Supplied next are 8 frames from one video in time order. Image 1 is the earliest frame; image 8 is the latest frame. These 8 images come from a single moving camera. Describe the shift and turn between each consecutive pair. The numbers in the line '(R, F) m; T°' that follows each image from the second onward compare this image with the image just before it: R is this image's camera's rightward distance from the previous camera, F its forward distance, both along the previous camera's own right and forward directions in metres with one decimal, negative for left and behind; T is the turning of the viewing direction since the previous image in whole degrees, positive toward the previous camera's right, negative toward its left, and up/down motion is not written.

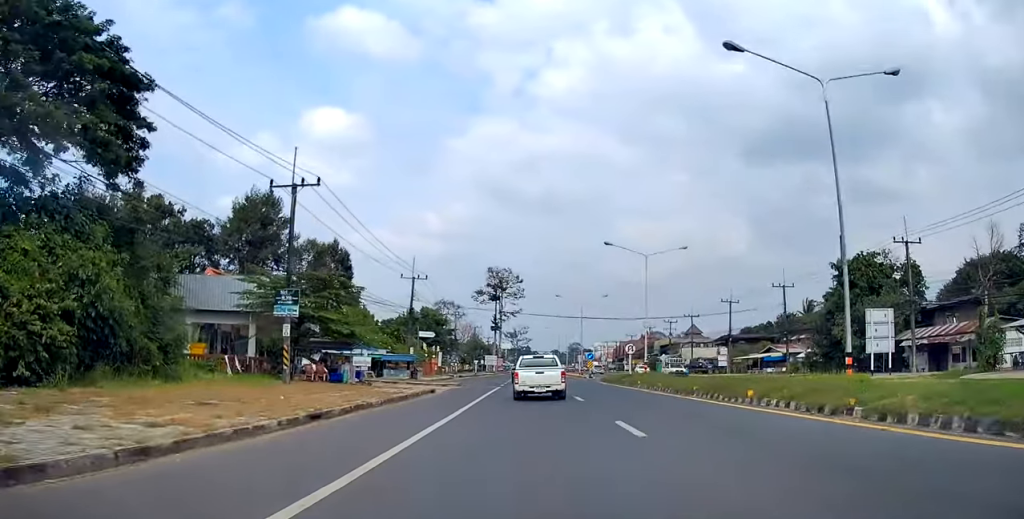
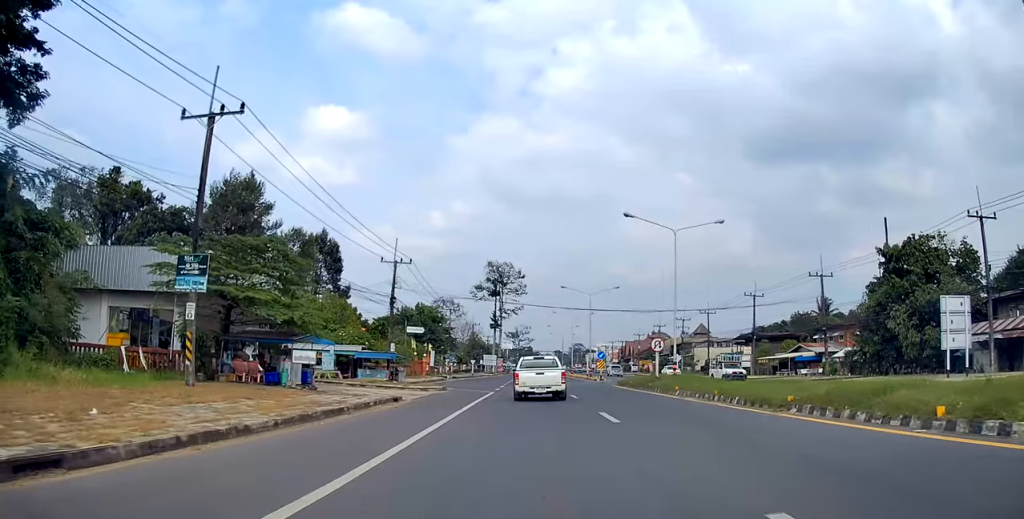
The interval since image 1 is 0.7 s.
(-0.3, +8.8) m; -1°
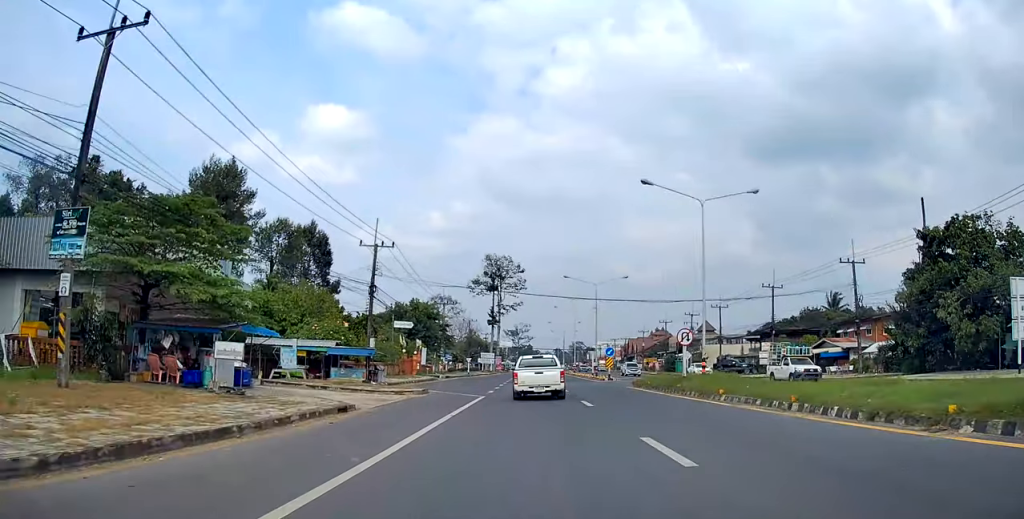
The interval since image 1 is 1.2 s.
(-0.1, +6.2) m; 0°
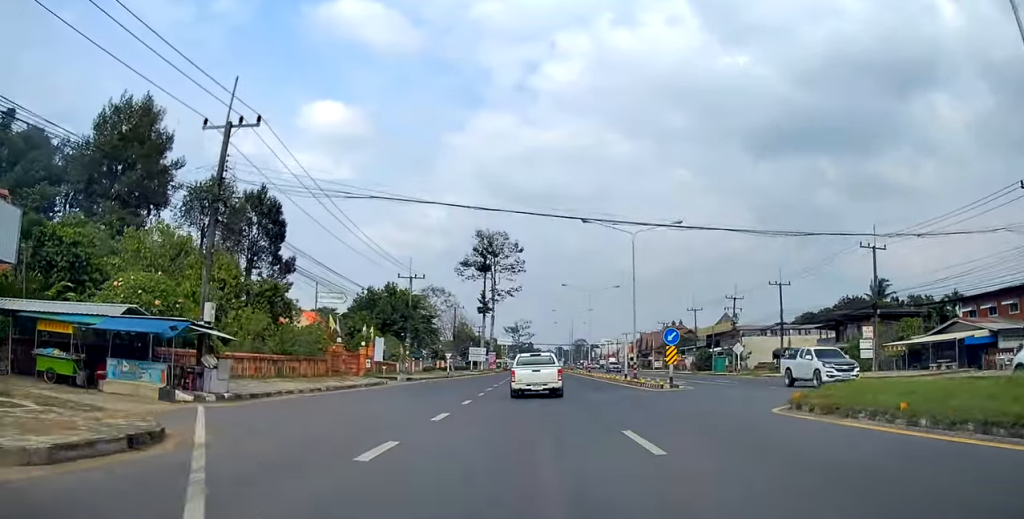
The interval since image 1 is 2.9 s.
(+0.8, +23.2) m; 0°
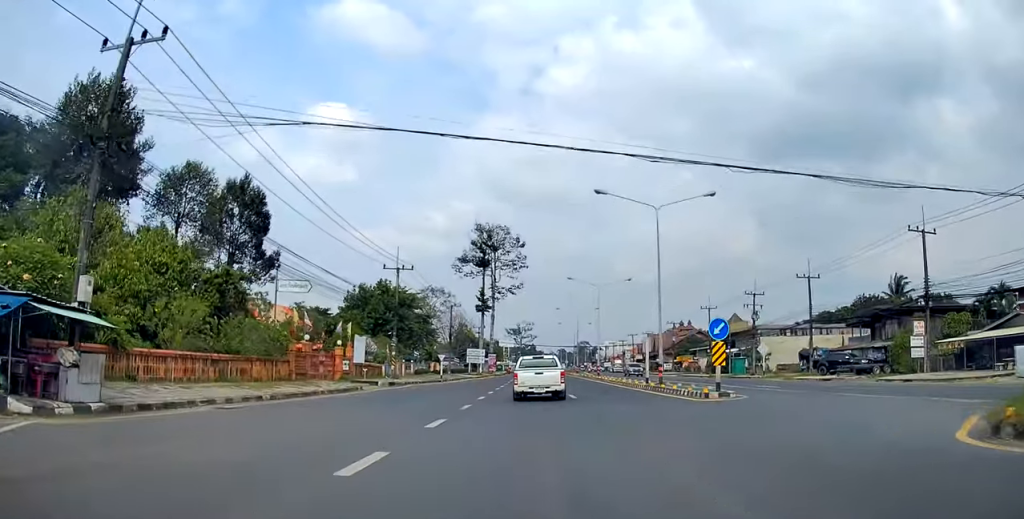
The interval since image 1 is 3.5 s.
(-0.3, +7.1) m; 0°
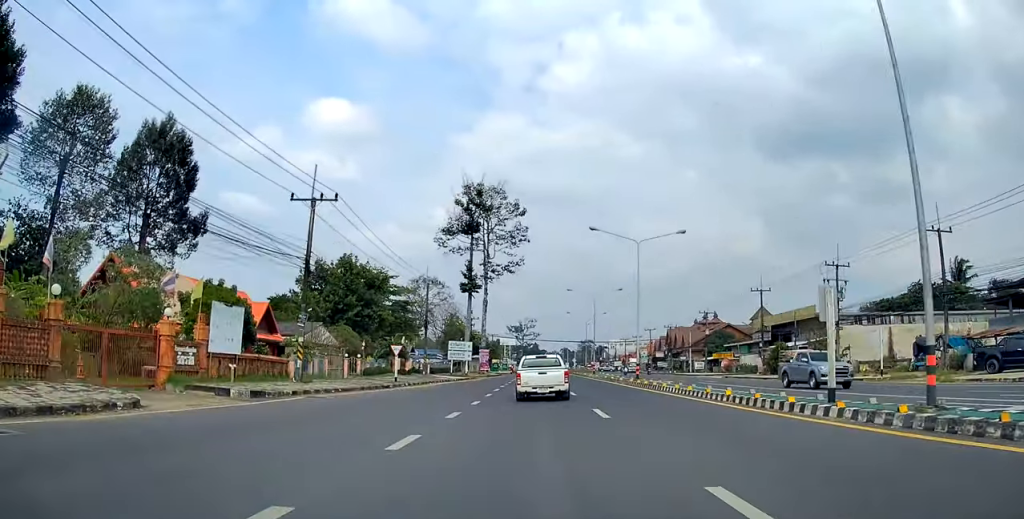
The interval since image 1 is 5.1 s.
(+0.3, +22.7) m; +2°
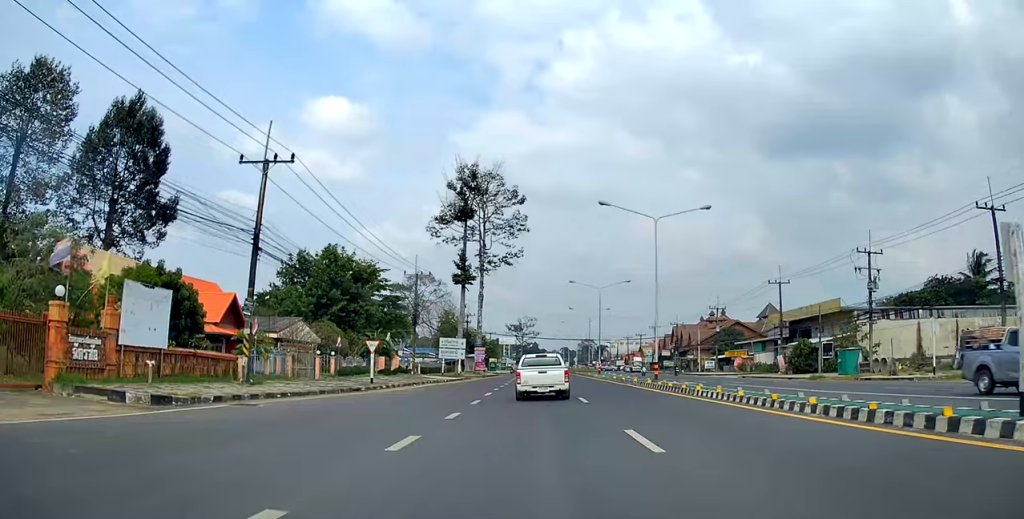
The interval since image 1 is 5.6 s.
(0.0, +6.7) m; -1°
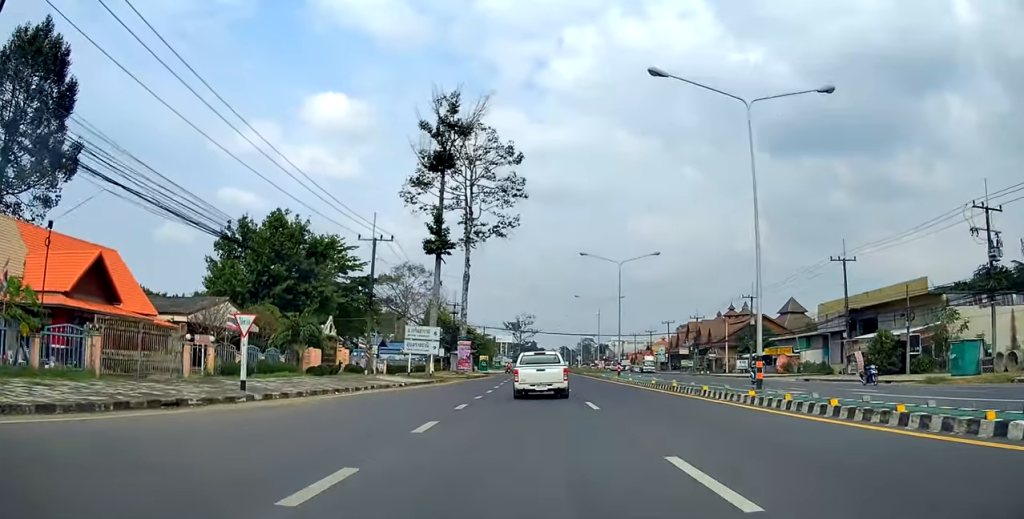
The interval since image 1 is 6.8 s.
(-0.5, +16.5) m; -3°
